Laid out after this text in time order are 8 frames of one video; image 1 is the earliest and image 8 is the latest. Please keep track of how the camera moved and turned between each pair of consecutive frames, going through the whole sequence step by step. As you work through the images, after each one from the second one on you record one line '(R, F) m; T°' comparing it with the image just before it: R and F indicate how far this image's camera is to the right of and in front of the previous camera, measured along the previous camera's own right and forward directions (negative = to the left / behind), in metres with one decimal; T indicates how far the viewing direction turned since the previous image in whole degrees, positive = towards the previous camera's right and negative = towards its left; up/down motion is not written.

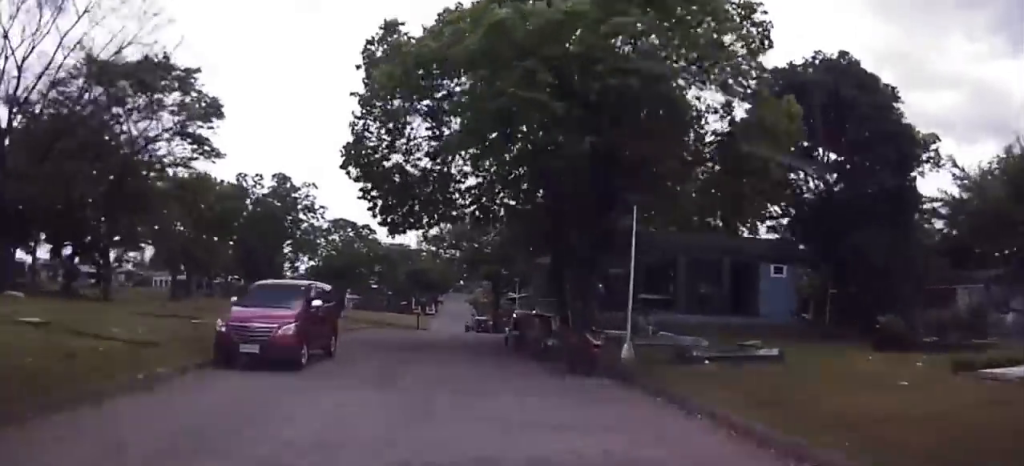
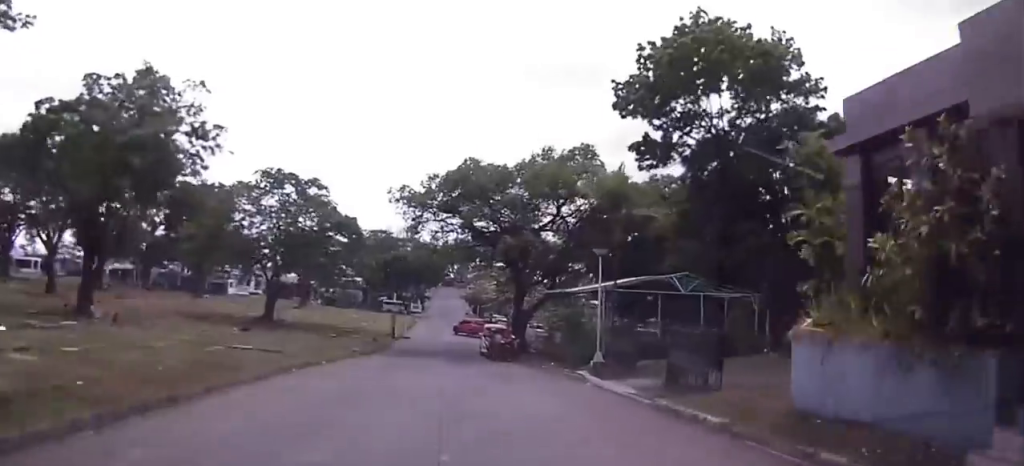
(-0.9, +31.8) m; -1°
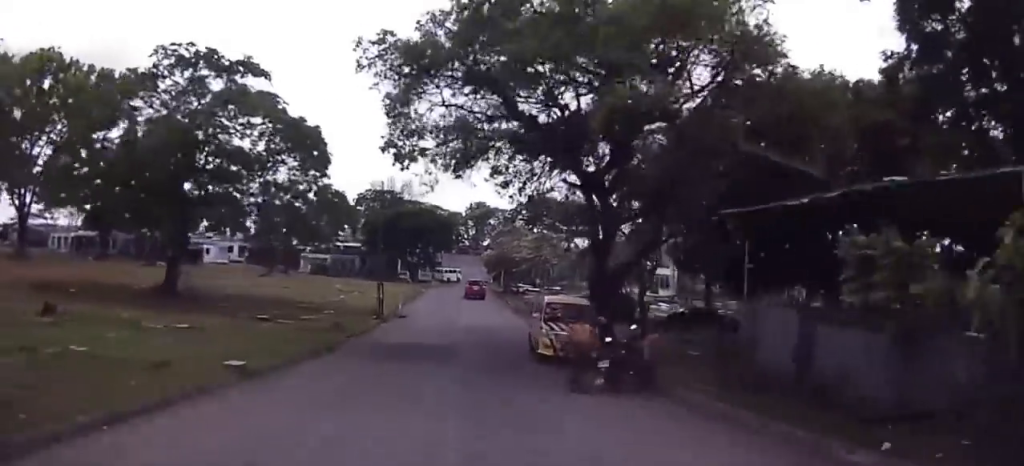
(+0.2, +19.3) m; +2°
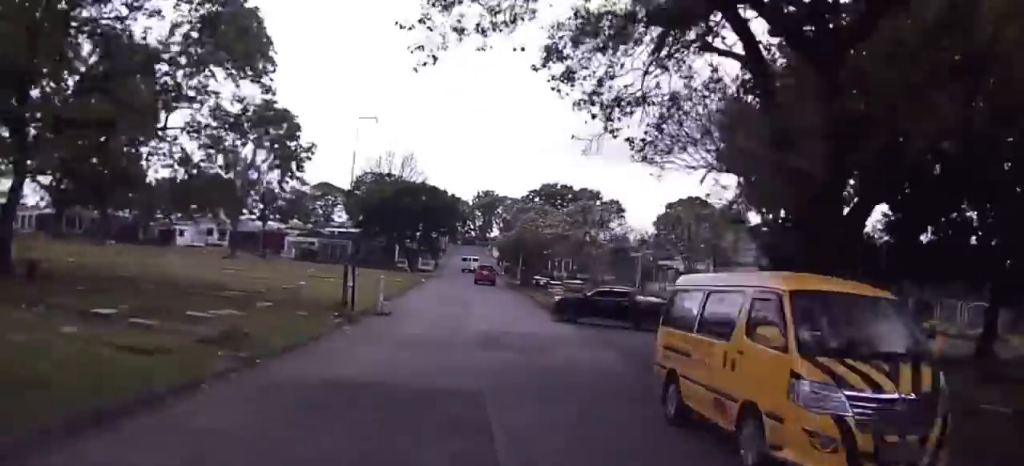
(-0.5, +11.5) m; +5°
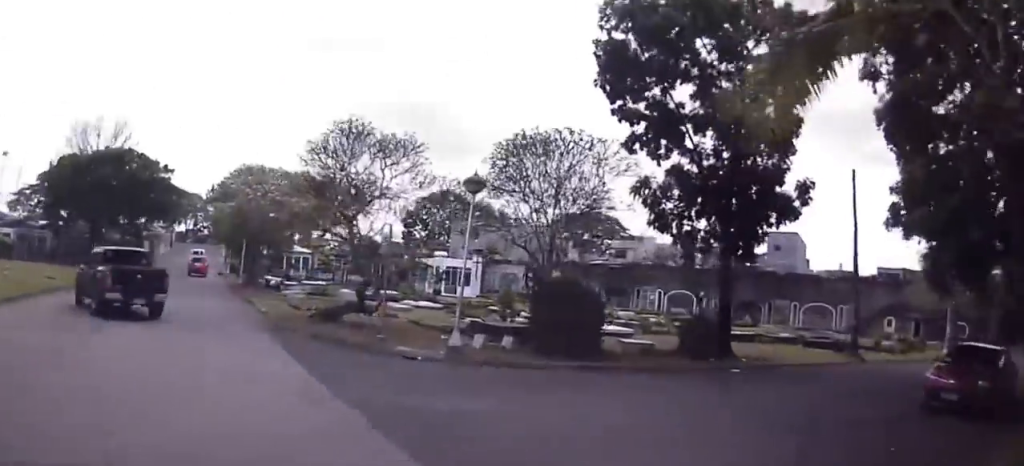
(+2.2, +16.0) m; +29°
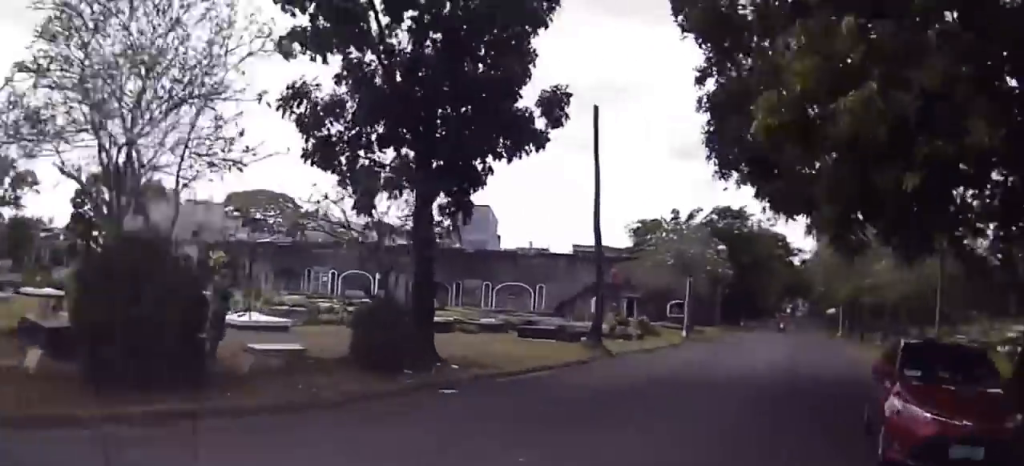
(+3.4, +8.8) m; +23°
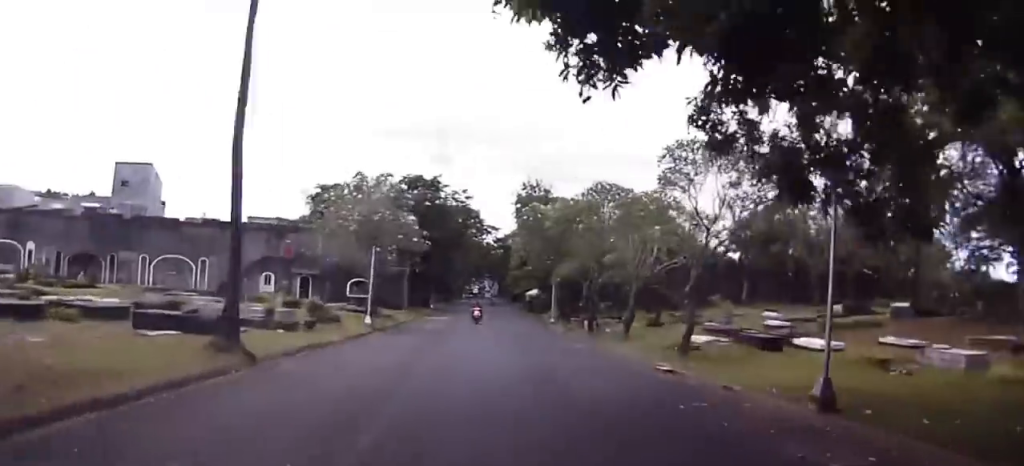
(+1.5, +8.8) m; +16°
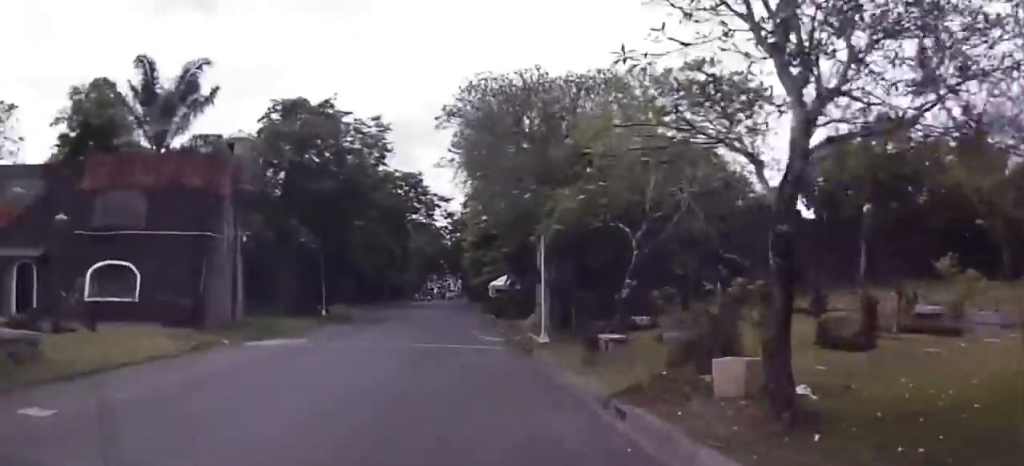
(+4.1, +29.3) m; +6°
